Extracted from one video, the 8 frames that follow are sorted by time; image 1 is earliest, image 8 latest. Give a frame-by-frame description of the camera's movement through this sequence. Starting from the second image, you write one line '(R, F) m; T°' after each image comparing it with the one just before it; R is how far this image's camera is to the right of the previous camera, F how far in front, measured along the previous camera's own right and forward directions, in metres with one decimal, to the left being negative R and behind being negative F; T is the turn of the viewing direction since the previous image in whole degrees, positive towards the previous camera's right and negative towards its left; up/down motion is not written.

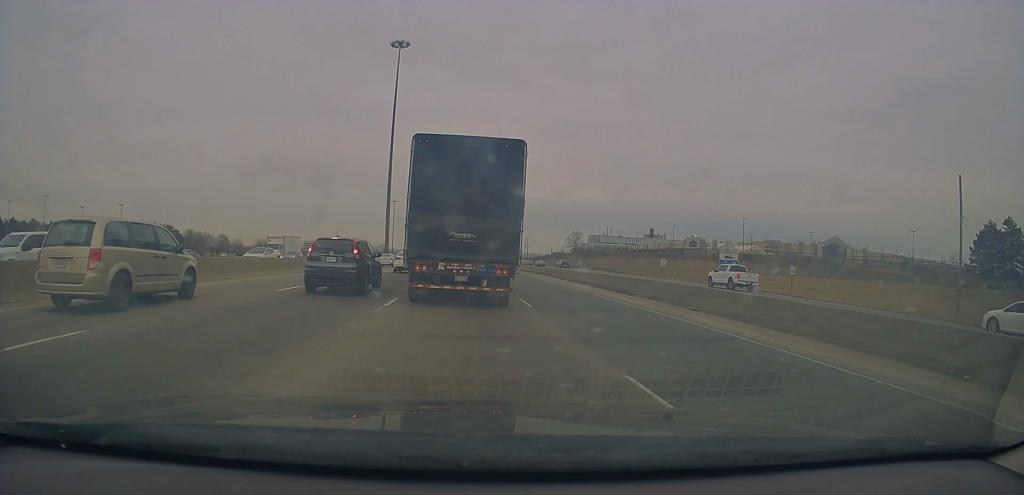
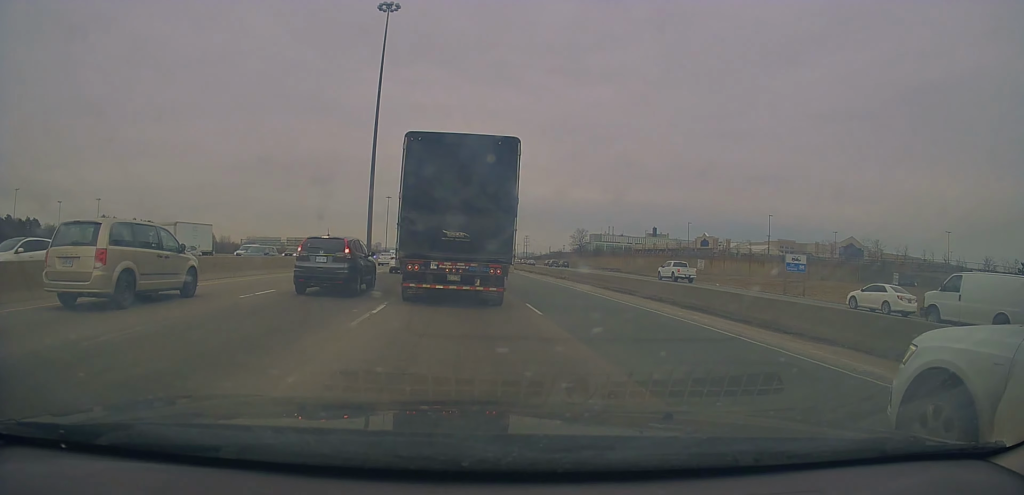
(+0.4, +13.9) m; +2°
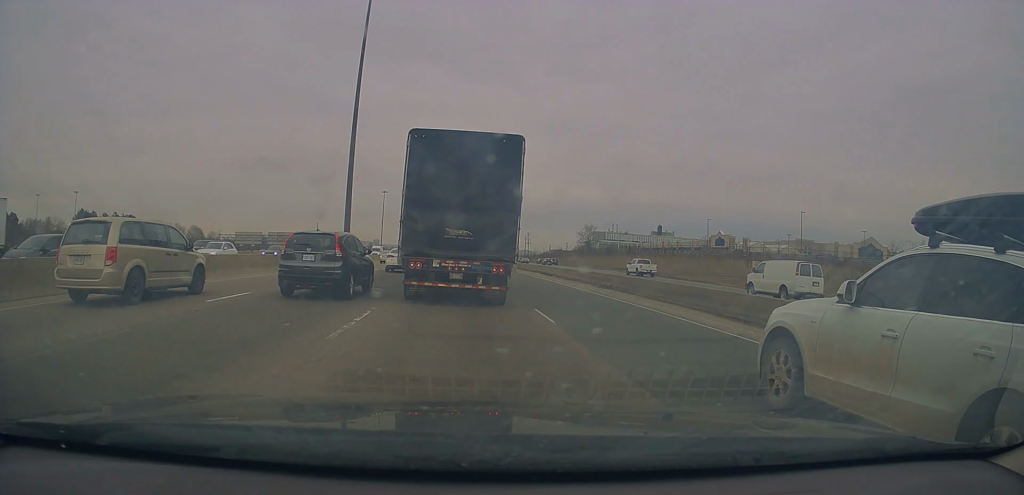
(+0.1, +14.7) m; 0°
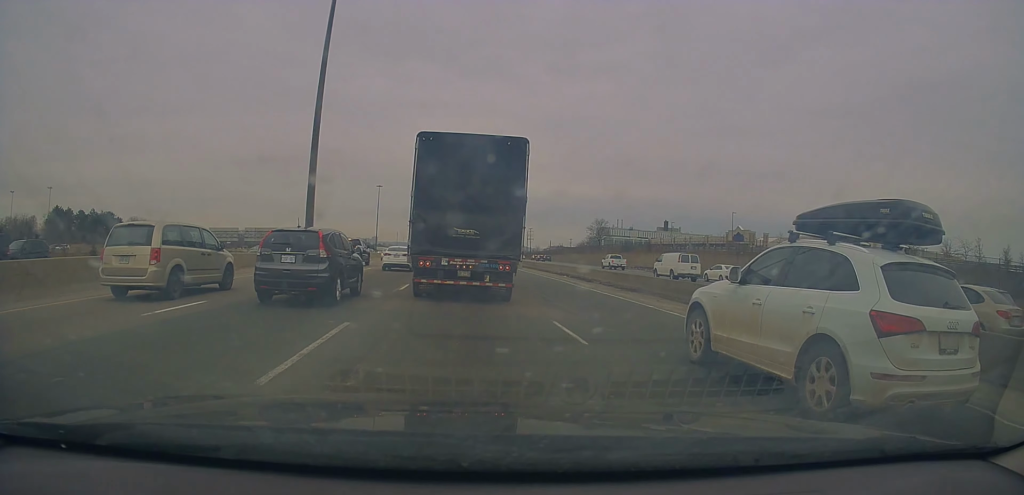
(-0.2, +16.6) m; -1°
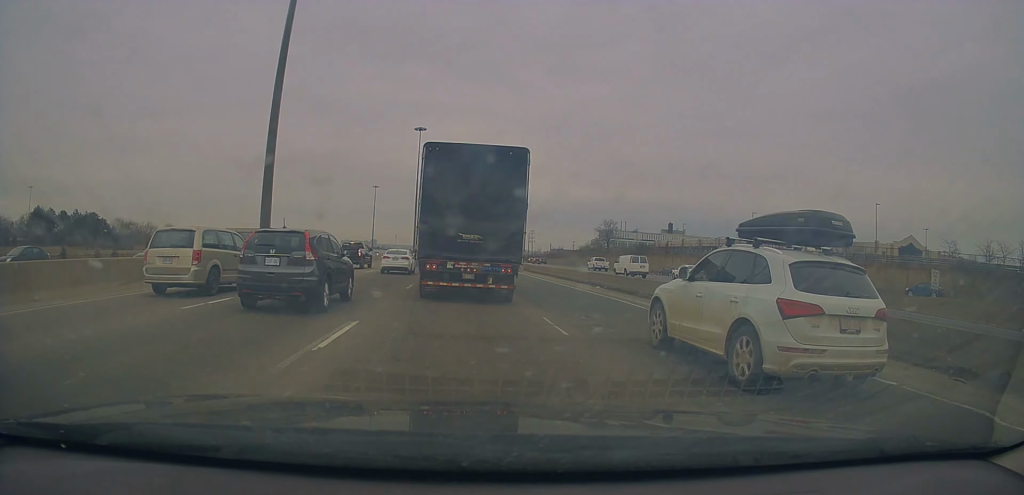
(0.0, +10.0) m; +1°
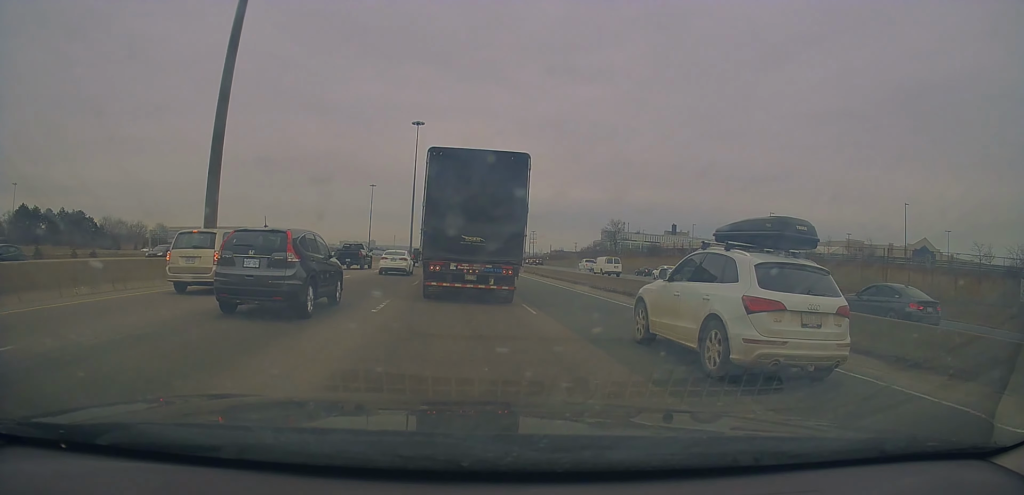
(+0.1, +7.7) m; 0°
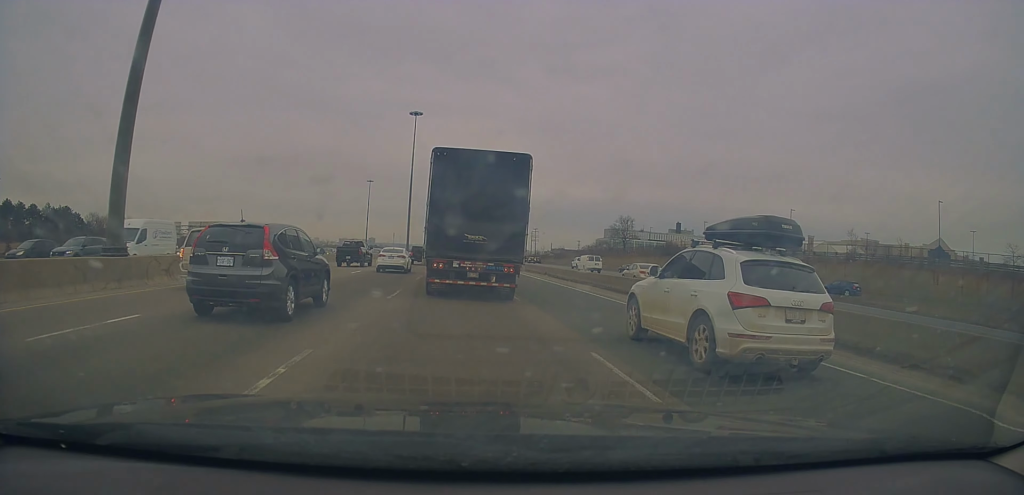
(0.0, +7.7) m; 0°
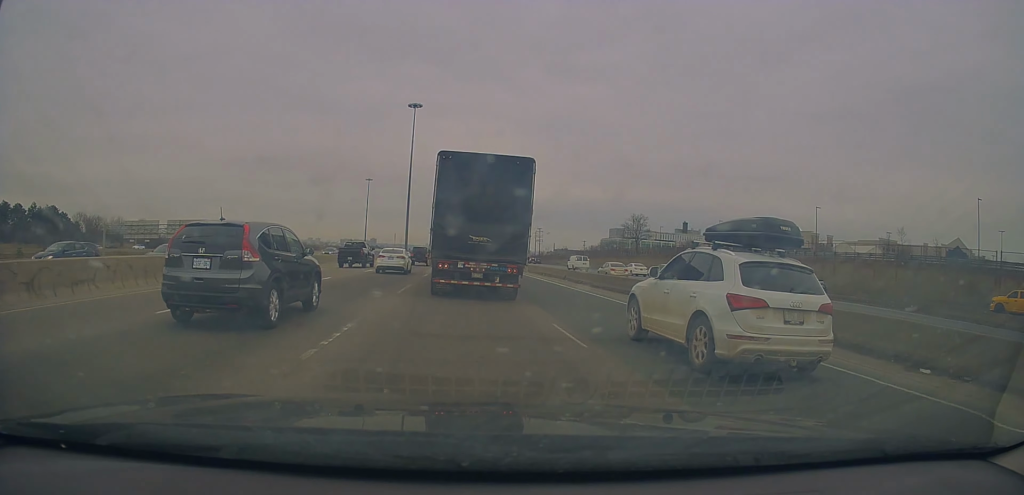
(0.0, +8.6) m; 0°
